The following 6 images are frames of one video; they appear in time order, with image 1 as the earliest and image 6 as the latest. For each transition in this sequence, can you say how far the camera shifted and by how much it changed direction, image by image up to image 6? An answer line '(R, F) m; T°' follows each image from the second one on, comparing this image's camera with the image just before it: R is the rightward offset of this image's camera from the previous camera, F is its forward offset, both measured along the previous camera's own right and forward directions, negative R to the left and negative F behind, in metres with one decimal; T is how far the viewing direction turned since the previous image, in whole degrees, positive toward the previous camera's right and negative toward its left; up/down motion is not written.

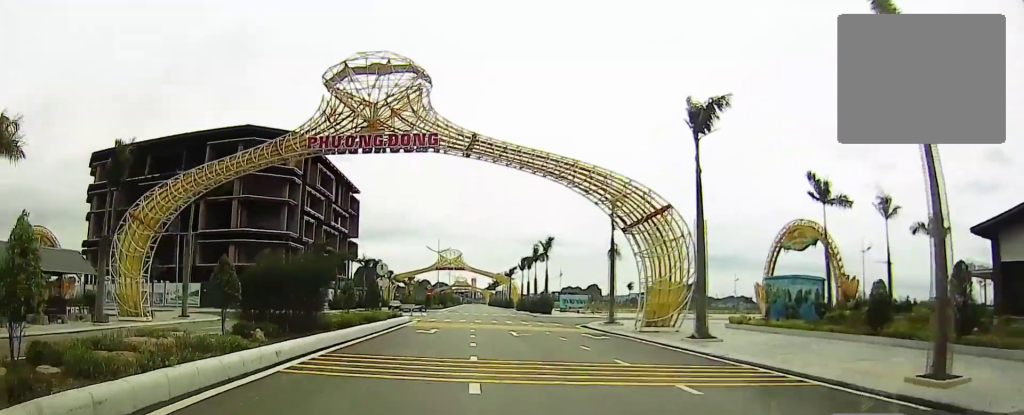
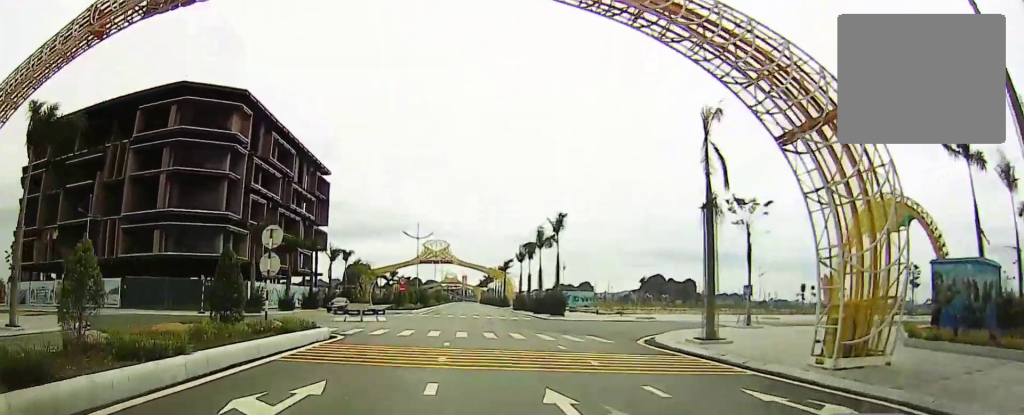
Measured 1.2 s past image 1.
(+0.1, +16.9) m; +1°
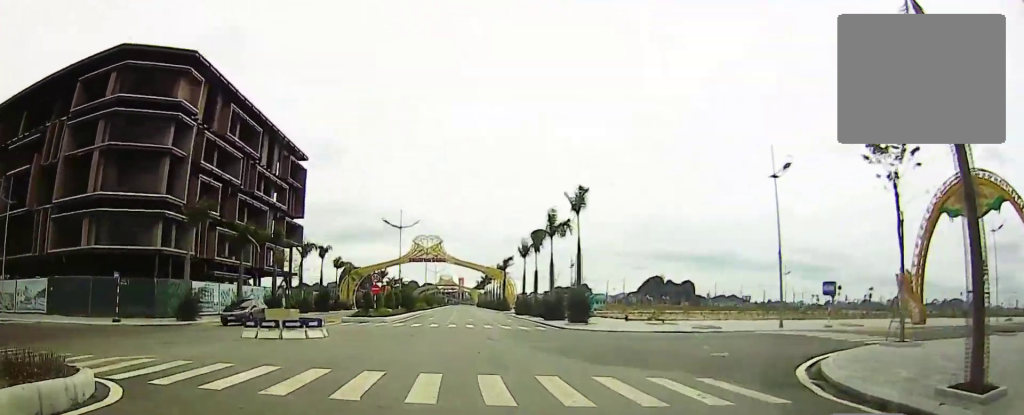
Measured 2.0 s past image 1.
(+0.1, +12.0) m; +1°
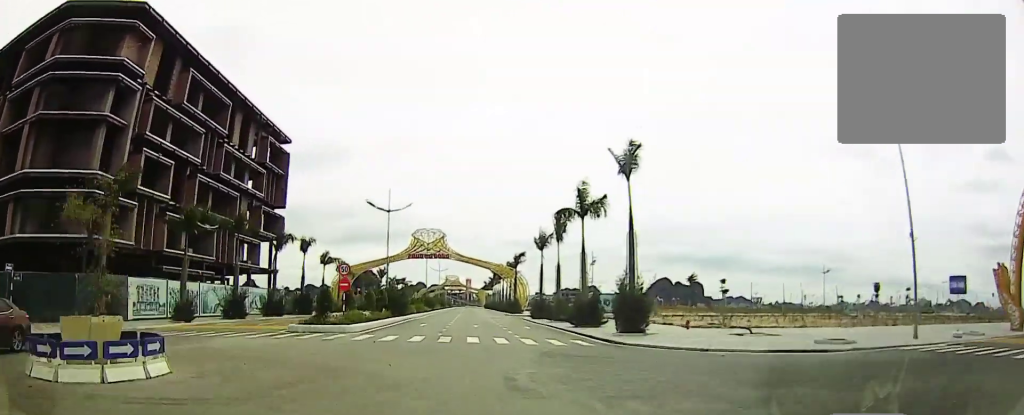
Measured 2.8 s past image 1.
(+0.1, +10.4) m; +1°
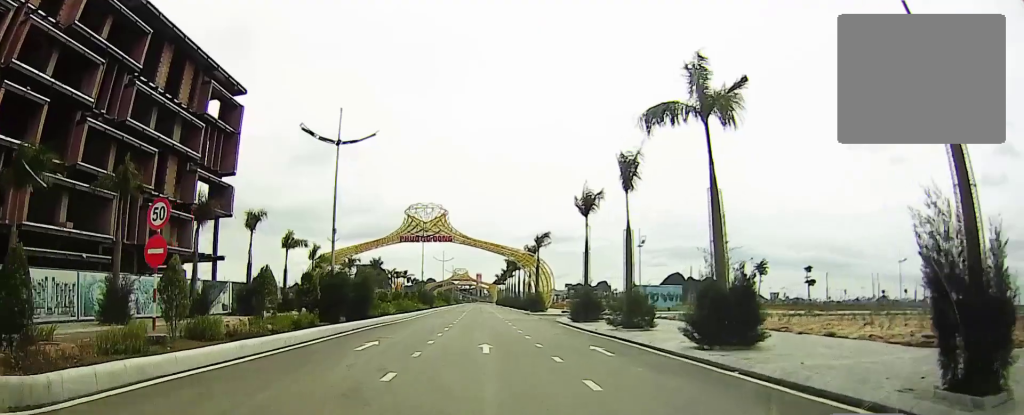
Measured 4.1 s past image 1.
(0.0, +17.7) m; -1°
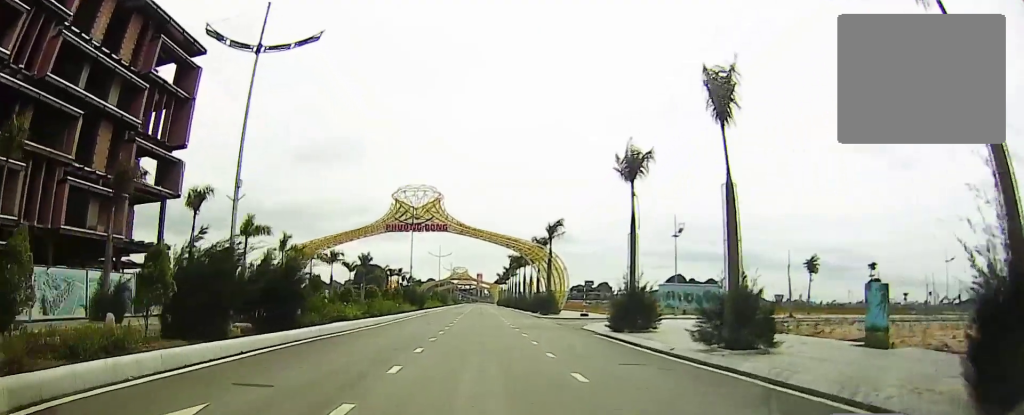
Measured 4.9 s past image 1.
(-0.1, +11.1) m; -1°
